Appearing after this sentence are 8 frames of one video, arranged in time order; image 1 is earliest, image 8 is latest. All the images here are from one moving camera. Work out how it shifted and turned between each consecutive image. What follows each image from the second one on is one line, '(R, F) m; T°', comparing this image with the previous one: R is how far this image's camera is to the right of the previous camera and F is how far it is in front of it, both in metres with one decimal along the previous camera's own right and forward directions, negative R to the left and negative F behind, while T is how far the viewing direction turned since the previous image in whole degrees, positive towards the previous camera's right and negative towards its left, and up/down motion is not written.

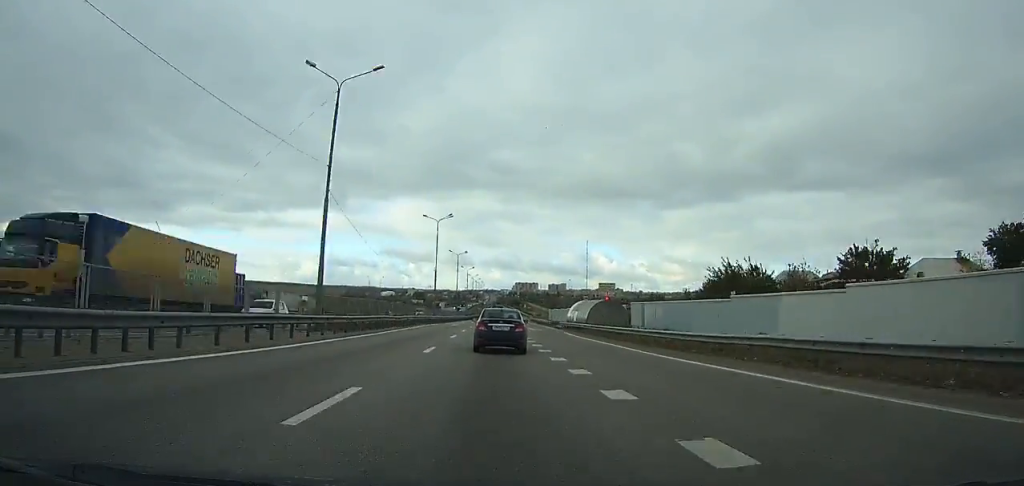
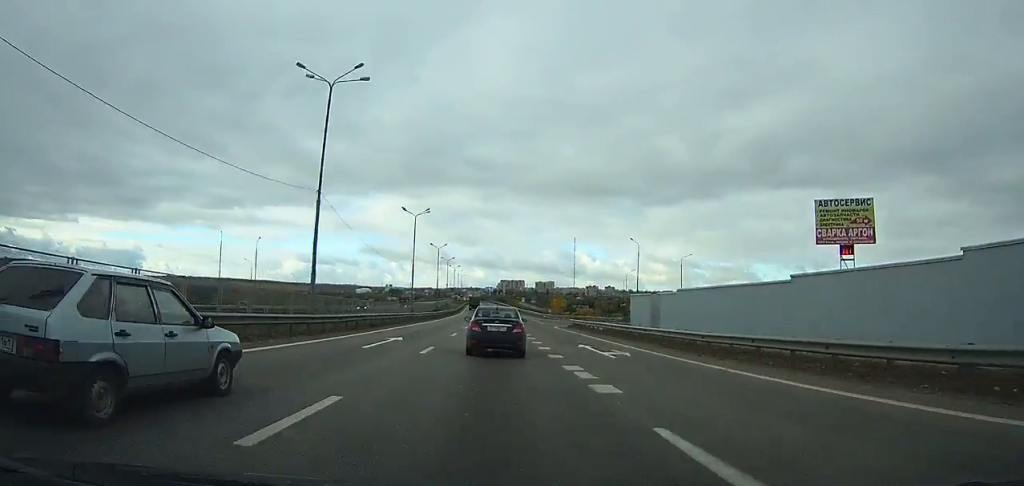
(+0.9, +97.4) m; +1°
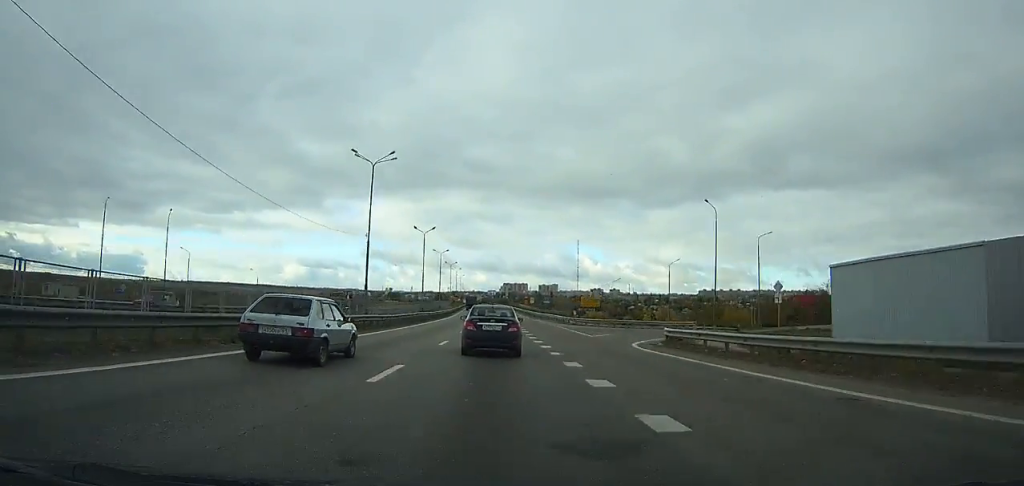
(+0.1, +31.3) m; 0°
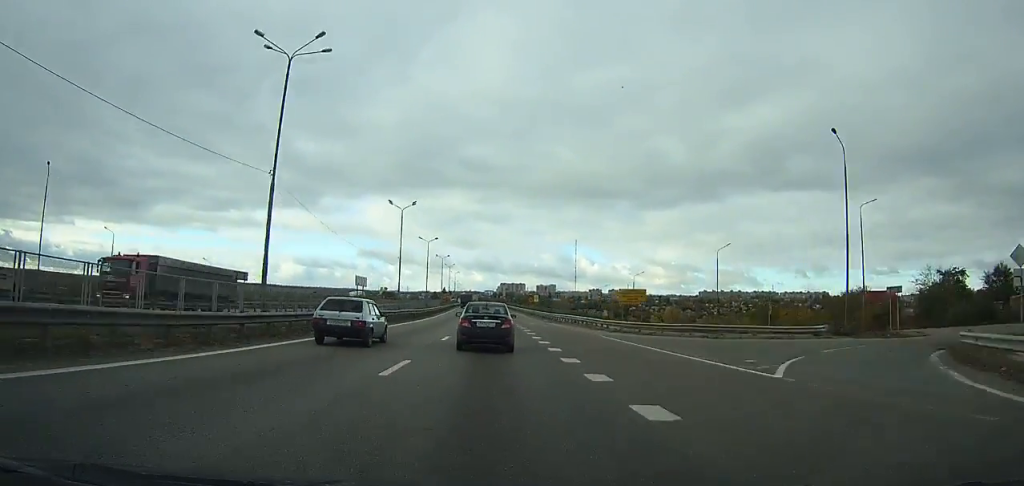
(0.0, +23.8) m; 0°
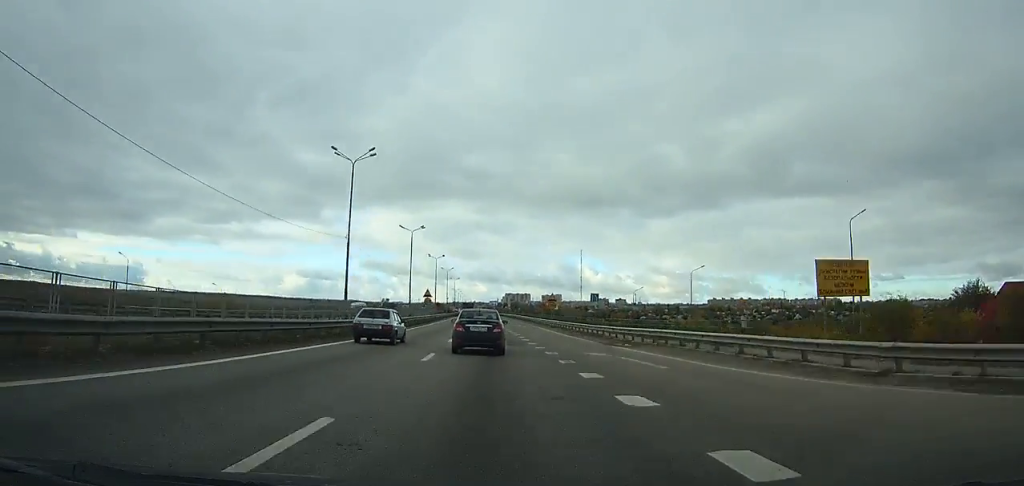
(0.0, +31.0) m; 0°
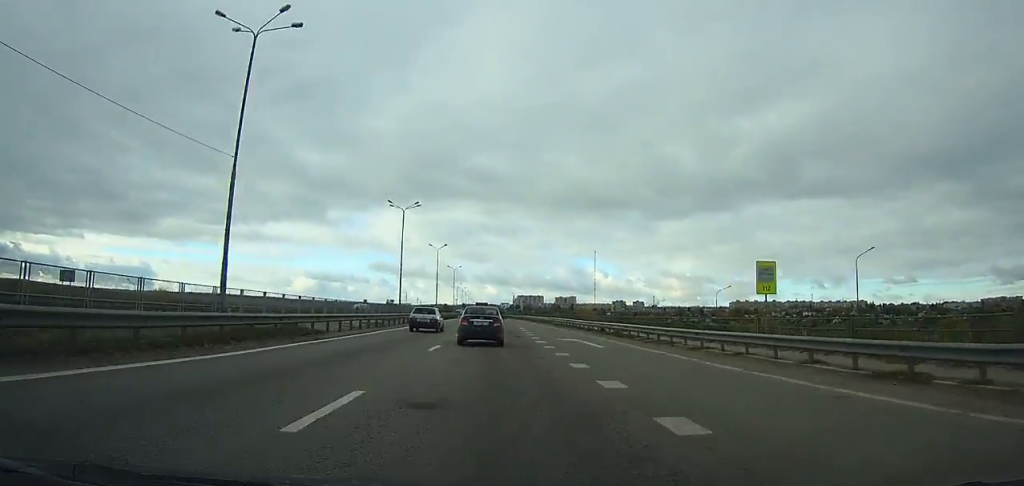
(-0.3, +71.1) m; -1°
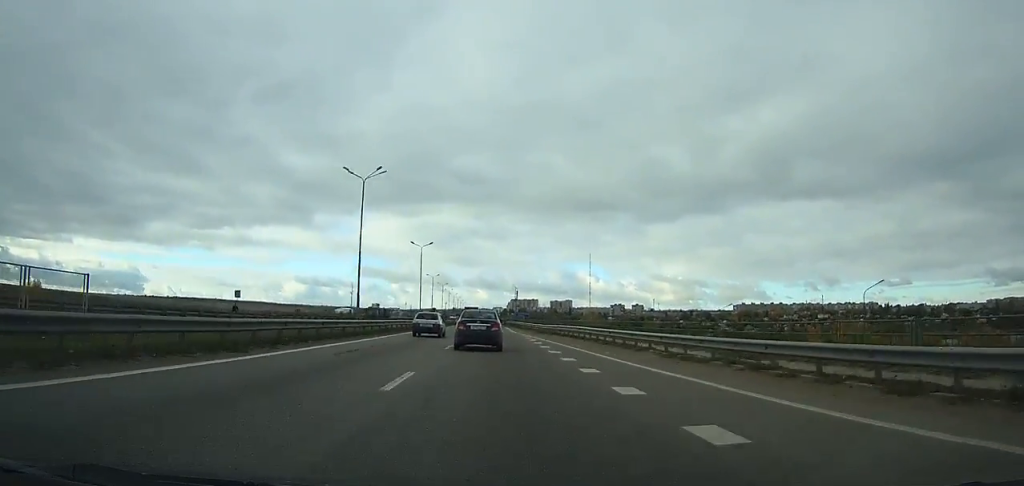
(-0.2, +66.3) m; 0°
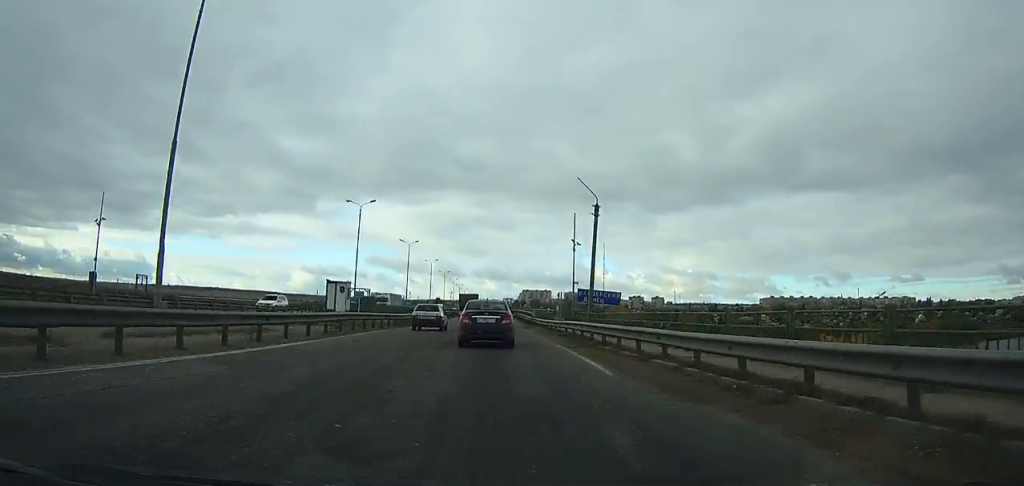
(+0.3, +85.5) m; 0°
